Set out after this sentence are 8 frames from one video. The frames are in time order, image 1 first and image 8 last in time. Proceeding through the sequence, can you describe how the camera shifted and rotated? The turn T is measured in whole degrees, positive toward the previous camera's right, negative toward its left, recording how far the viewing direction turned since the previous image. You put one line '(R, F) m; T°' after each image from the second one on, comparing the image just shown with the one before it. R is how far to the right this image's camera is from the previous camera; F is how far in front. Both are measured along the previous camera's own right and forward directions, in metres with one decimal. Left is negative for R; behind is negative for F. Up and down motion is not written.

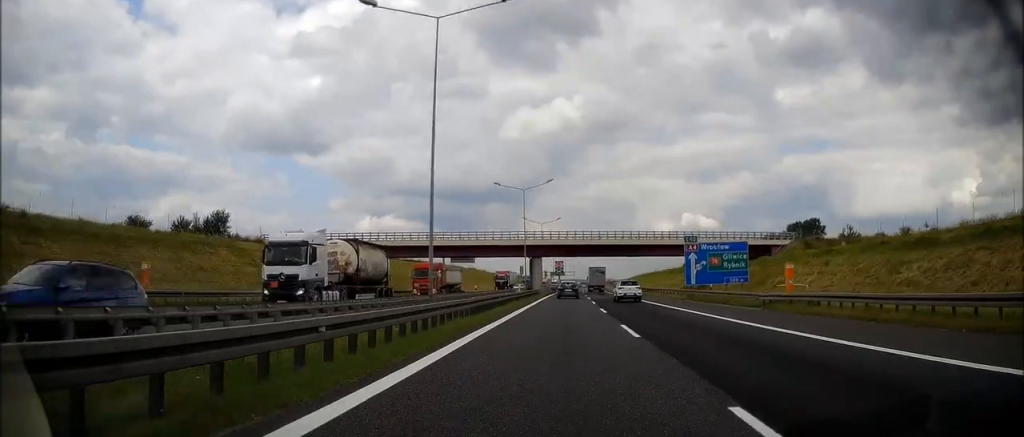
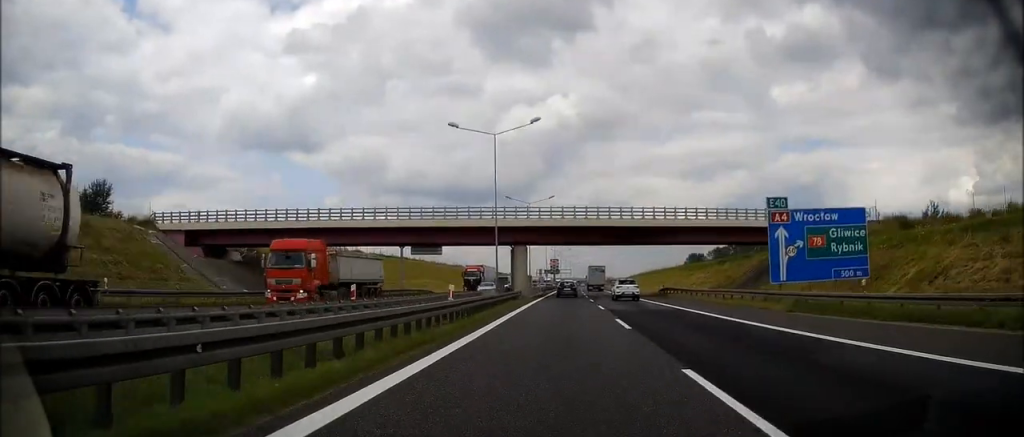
(+0.1, +23.0) m; +1°
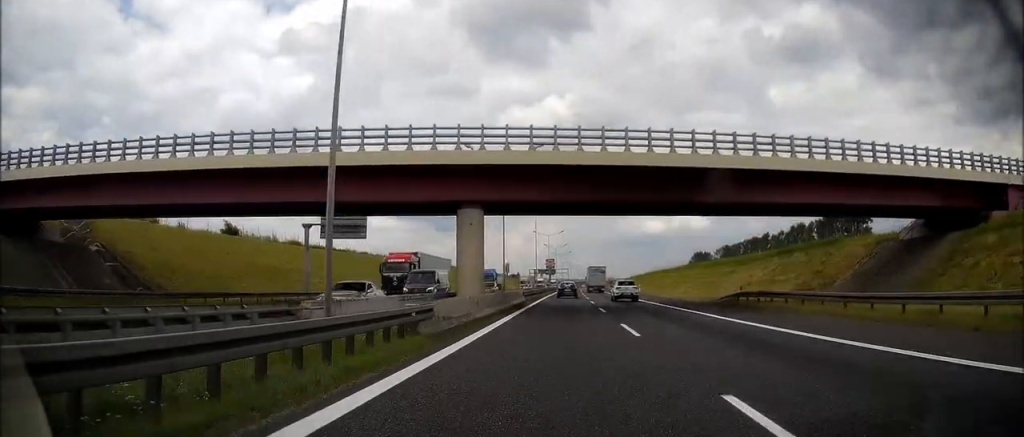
(+0.2, +27.5) m; 0°
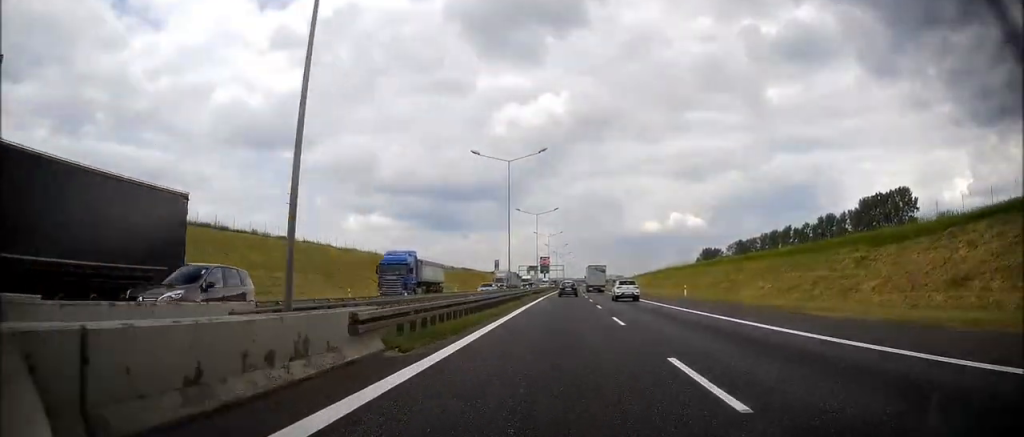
(-0.2, +34.9) m; 0°
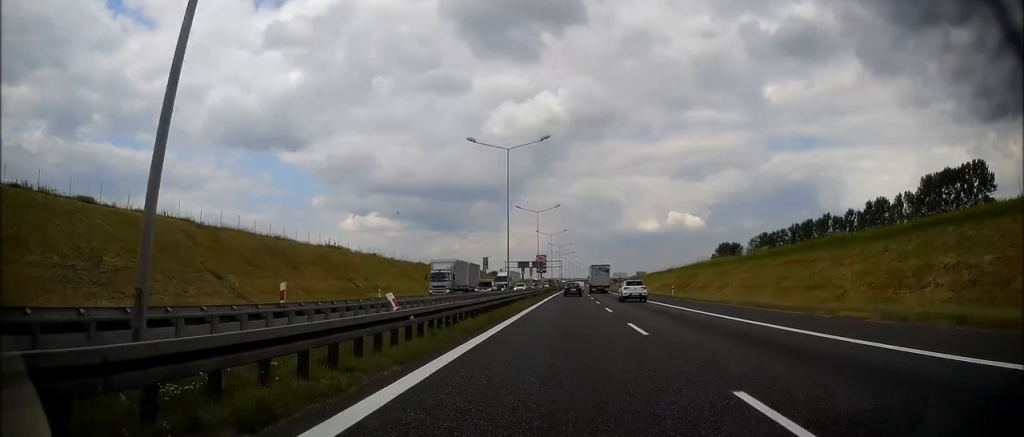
(+0.5, +41.5) m; +1°
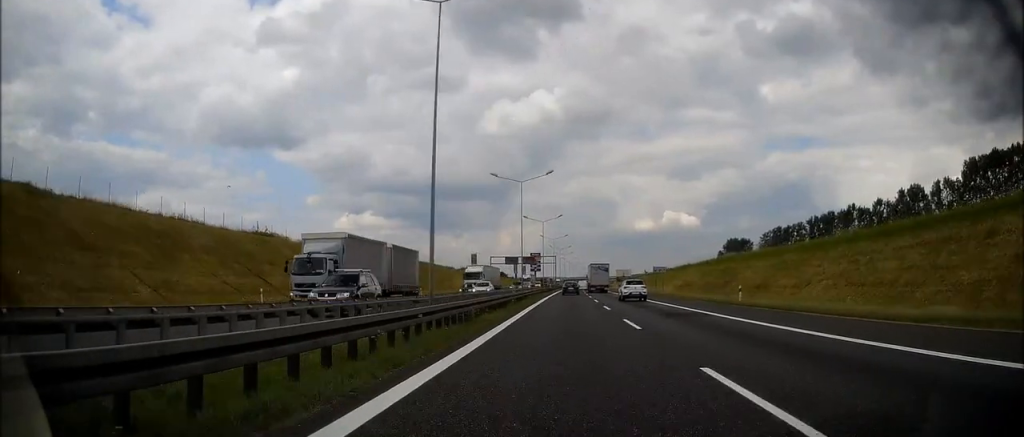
(0.0, +23.6) m; 0°
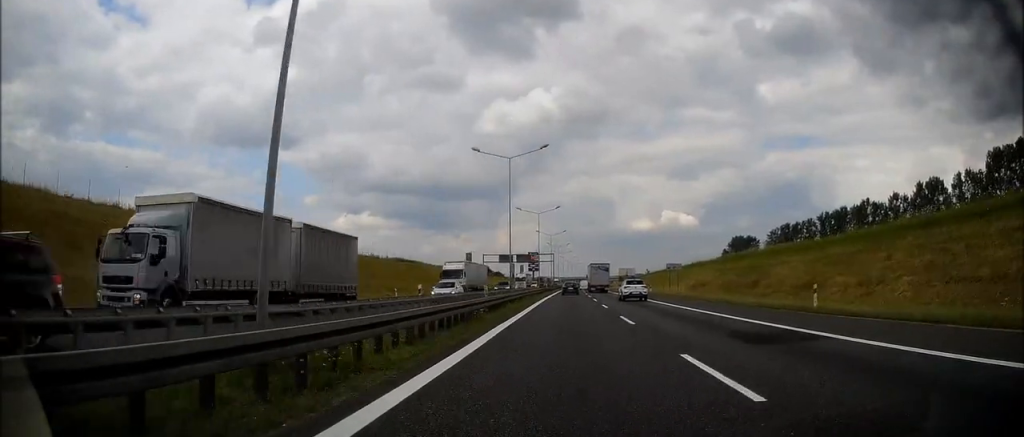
(0.0, +10.9) m; 0°
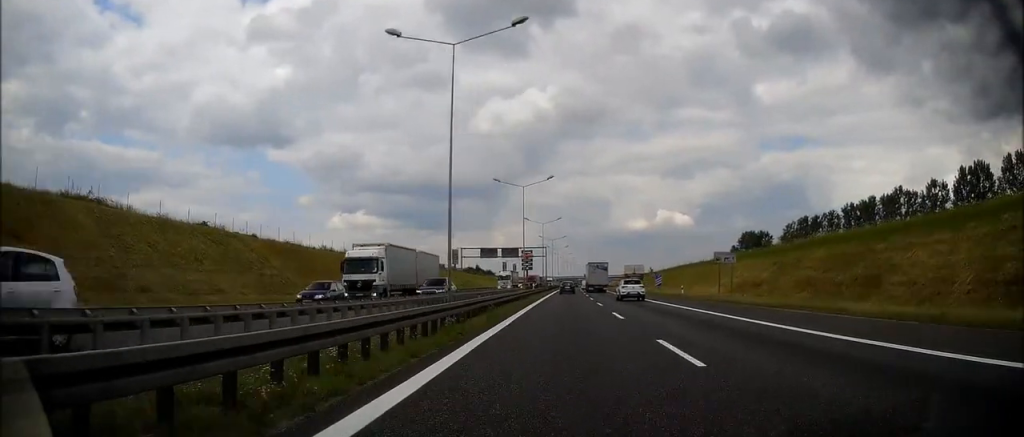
(0.0, +22.8) m; 0°
